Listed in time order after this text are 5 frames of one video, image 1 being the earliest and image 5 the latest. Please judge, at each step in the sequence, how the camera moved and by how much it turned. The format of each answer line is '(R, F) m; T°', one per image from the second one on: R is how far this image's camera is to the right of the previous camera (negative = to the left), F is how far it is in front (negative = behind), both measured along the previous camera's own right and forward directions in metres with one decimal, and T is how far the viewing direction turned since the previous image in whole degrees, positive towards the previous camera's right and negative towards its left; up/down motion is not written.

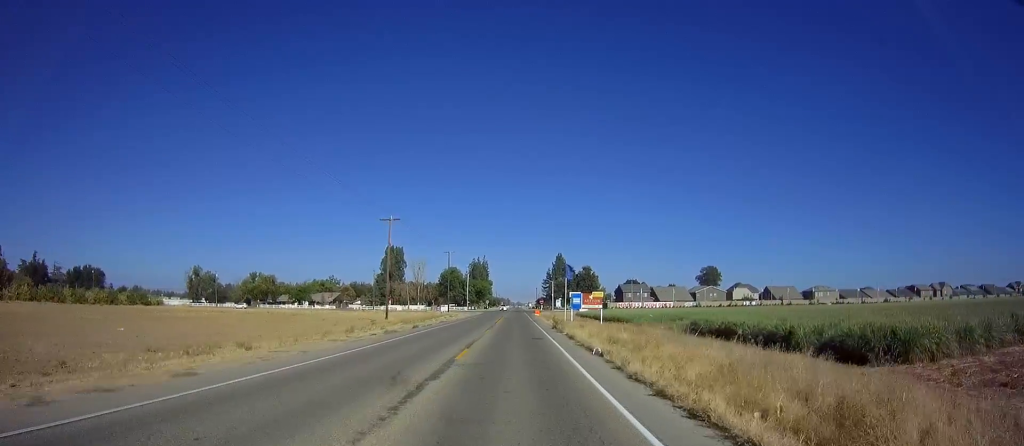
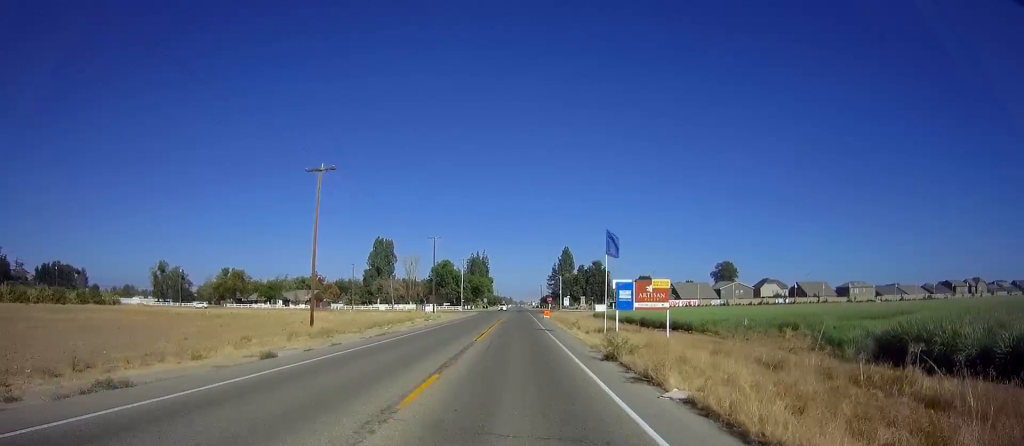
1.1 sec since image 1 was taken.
(0.0, +22.5) m; 0°
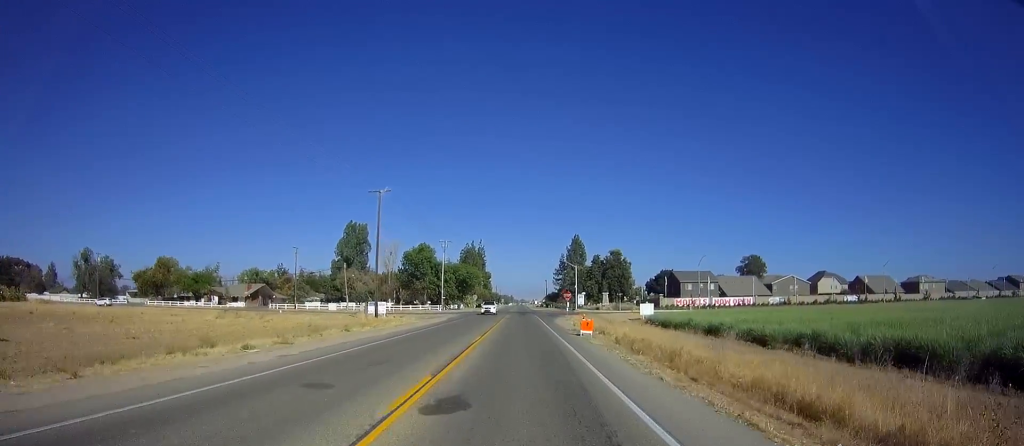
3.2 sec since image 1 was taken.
(0.0, +37.1) m; 0°
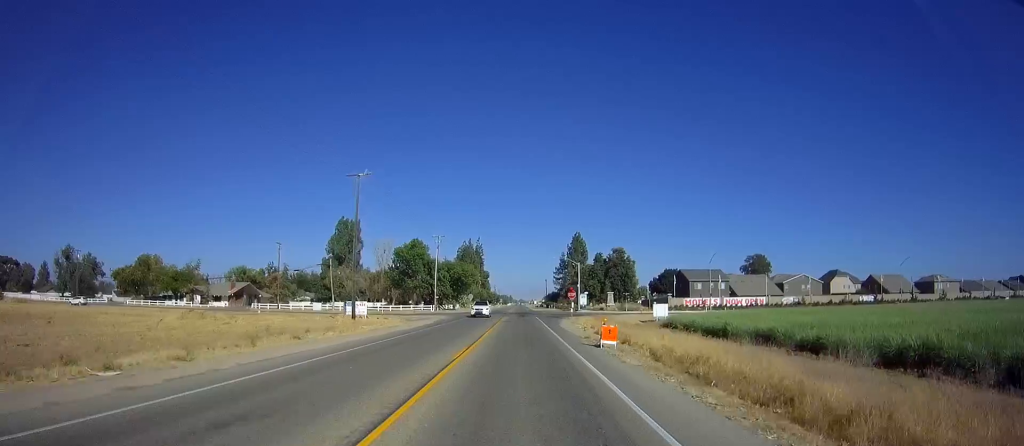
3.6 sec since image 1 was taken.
(+0.1, +7.3) m; 0°
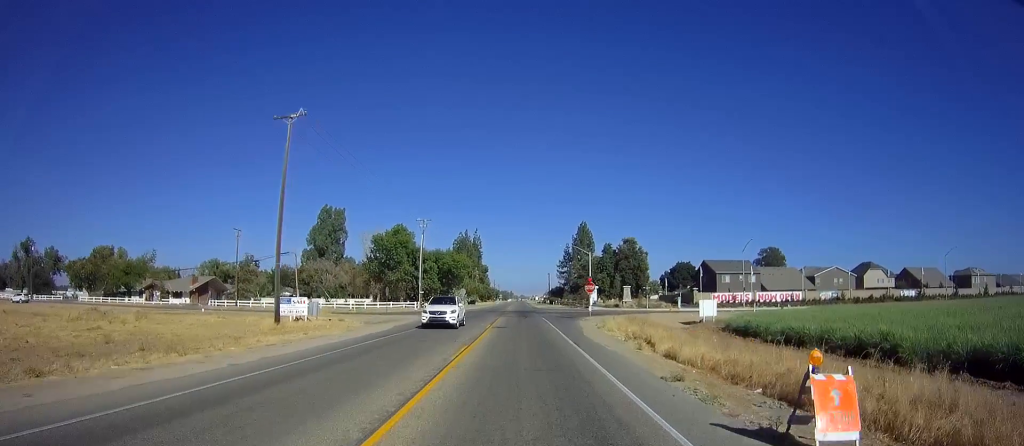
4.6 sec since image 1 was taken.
(-0.2, +15.4) m; +1°
